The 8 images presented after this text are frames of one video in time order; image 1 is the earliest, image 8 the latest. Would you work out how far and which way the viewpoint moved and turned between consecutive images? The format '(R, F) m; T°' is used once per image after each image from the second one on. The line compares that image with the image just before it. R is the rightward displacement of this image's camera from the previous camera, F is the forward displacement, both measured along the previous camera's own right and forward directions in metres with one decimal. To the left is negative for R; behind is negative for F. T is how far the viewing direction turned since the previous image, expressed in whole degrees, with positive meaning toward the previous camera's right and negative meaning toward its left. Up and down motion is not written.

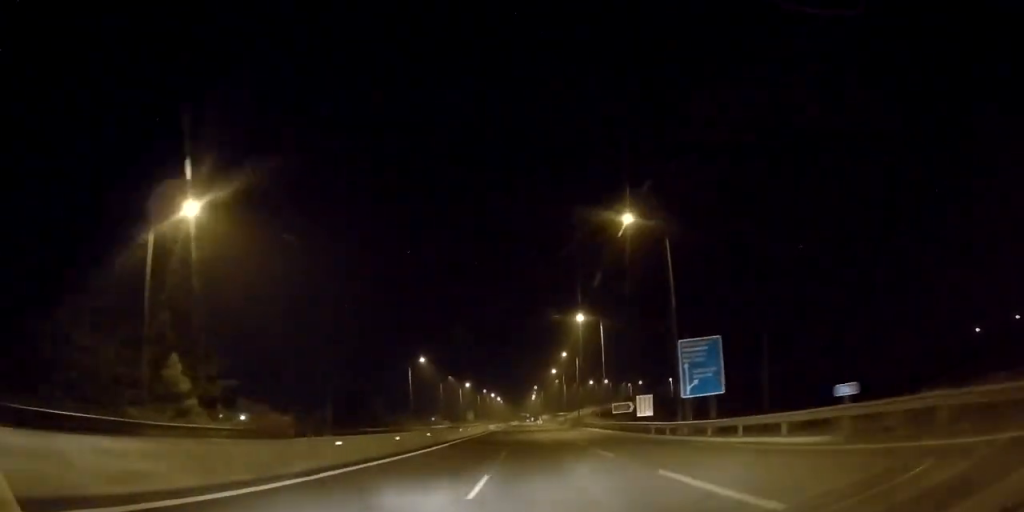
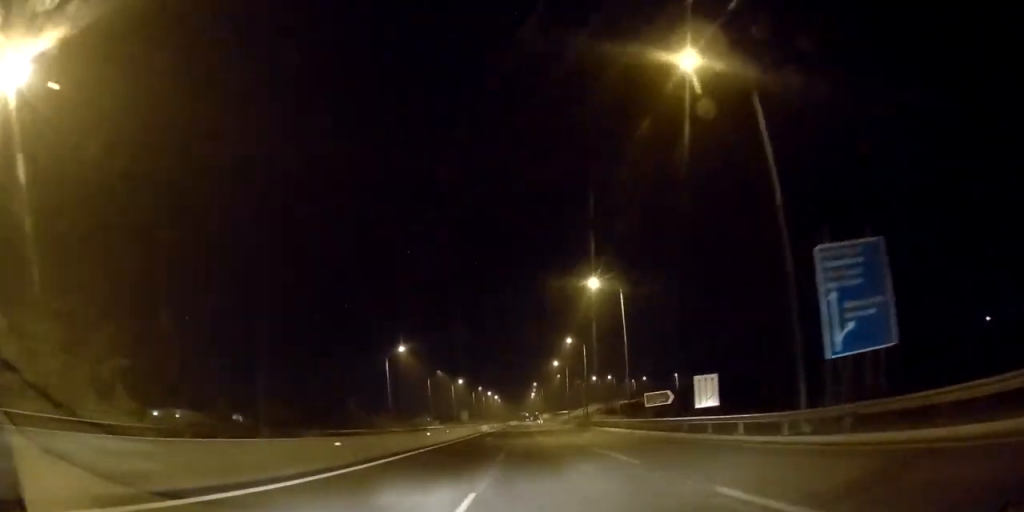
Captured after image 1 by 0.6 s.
(-0.1, +16.0) m; 0°
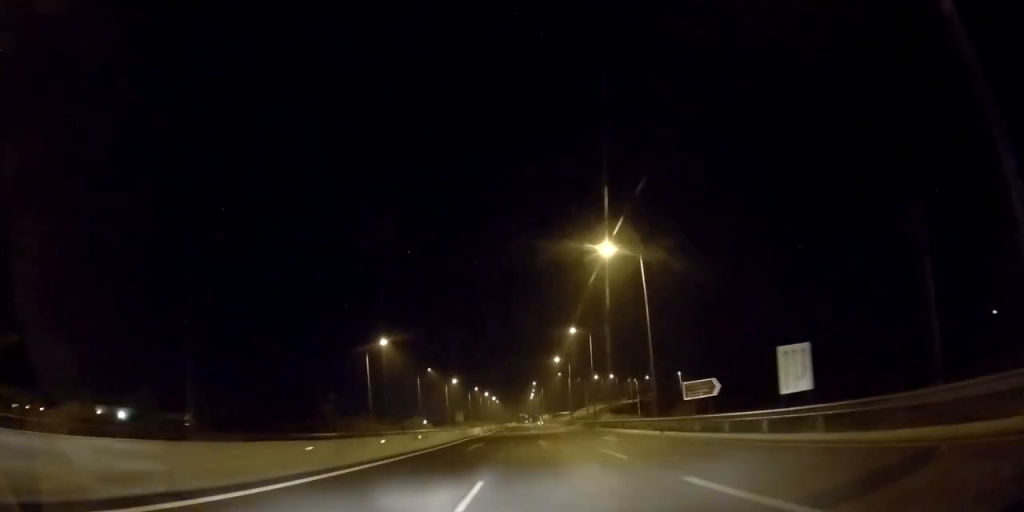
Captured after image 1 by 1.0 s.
(+0.2, +10.4) m; 0°
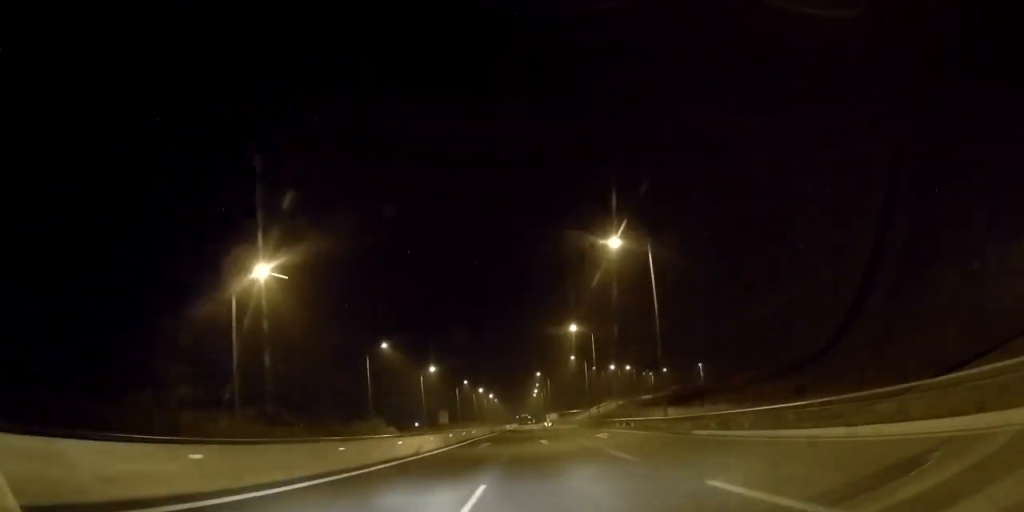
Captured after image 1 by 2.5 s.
(-0.1, +38.0) m; 0°
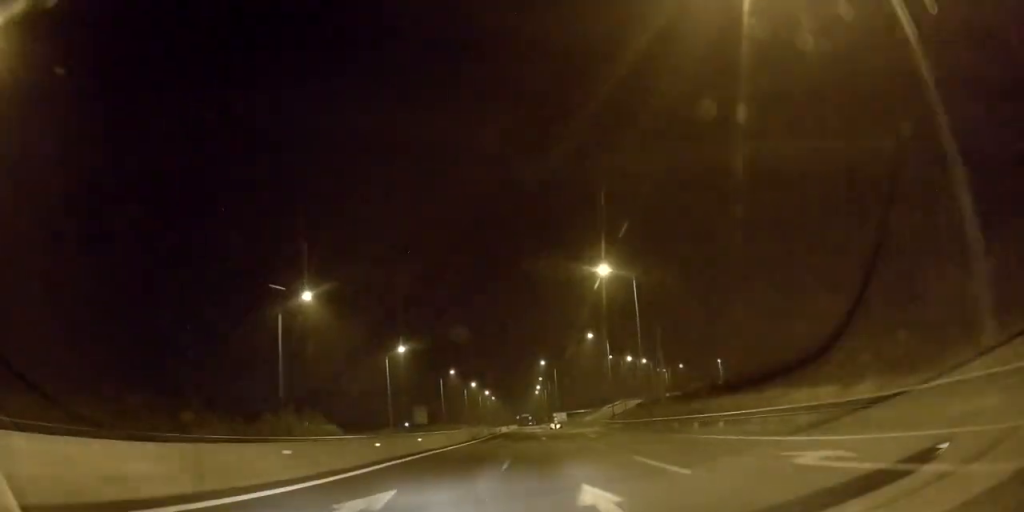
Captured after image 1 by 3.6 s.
(+0.3, +28.8) m; 0°
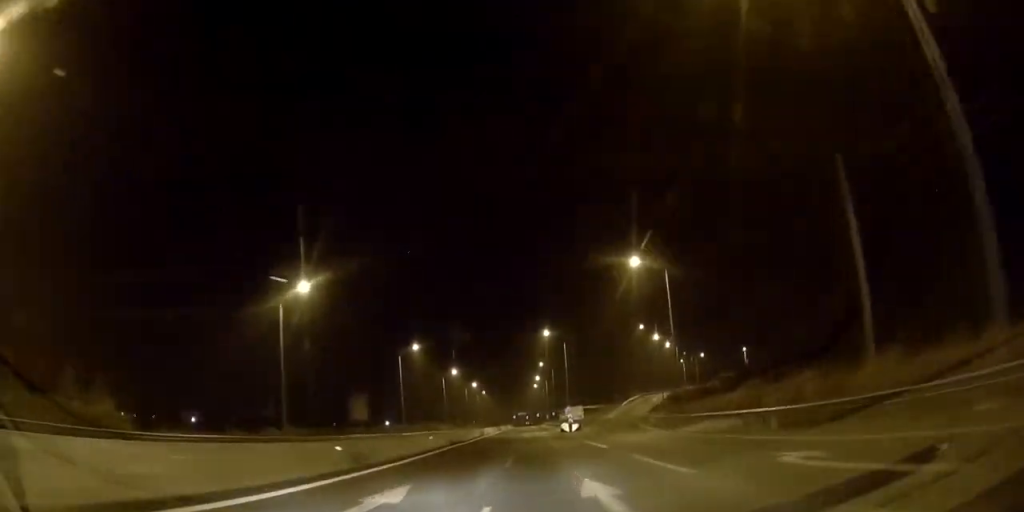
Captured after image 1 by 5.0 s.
(-0.1, +36.3) m; +1°
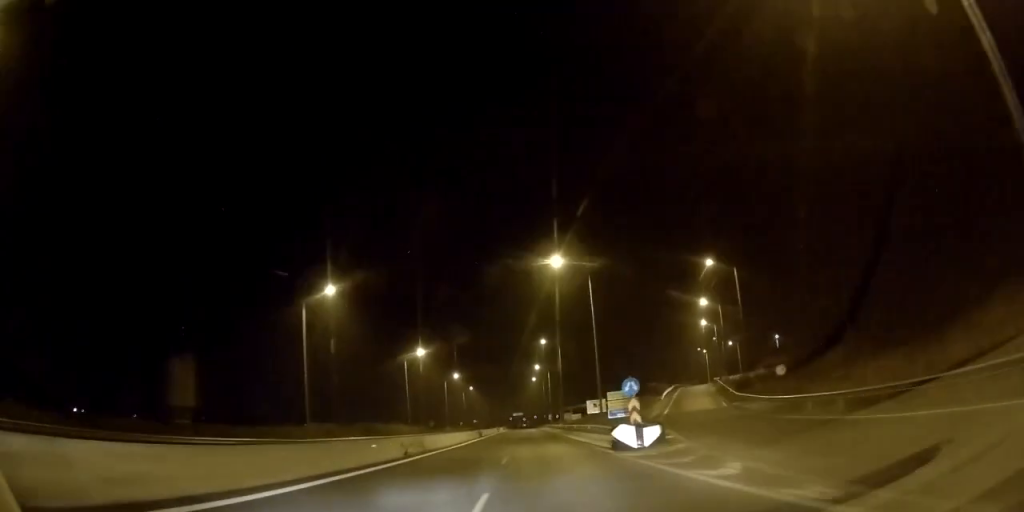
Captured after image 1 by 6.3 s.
(+0.3, +35.4) m; 0°
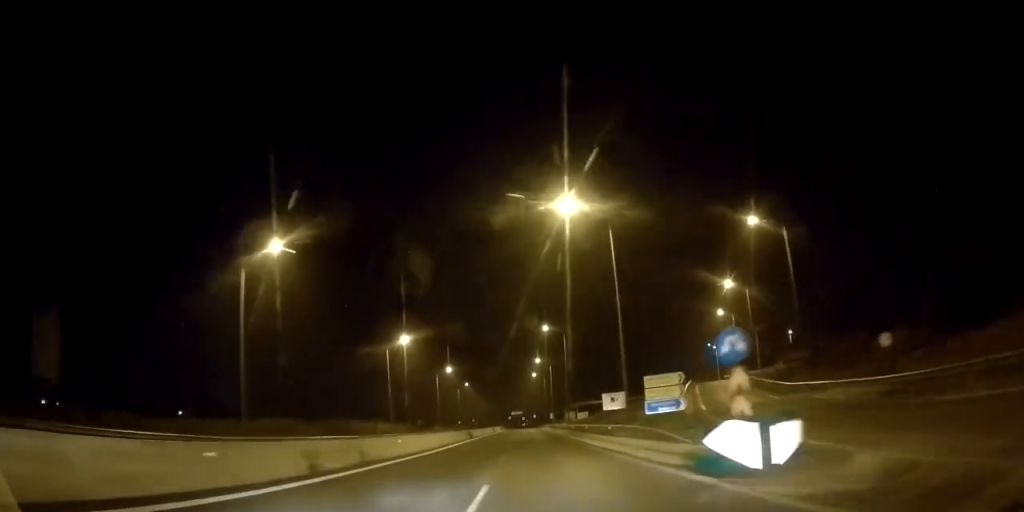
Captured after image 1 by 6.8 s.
(-0.1, +11.2) m; 0°
